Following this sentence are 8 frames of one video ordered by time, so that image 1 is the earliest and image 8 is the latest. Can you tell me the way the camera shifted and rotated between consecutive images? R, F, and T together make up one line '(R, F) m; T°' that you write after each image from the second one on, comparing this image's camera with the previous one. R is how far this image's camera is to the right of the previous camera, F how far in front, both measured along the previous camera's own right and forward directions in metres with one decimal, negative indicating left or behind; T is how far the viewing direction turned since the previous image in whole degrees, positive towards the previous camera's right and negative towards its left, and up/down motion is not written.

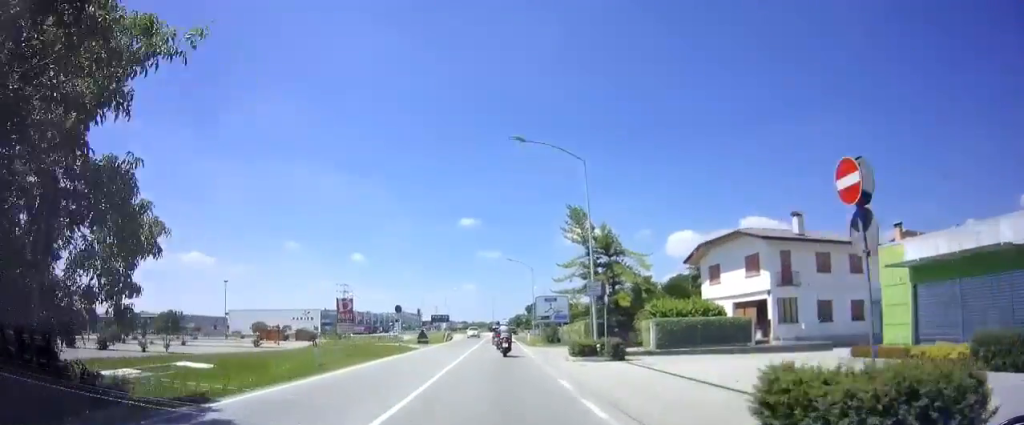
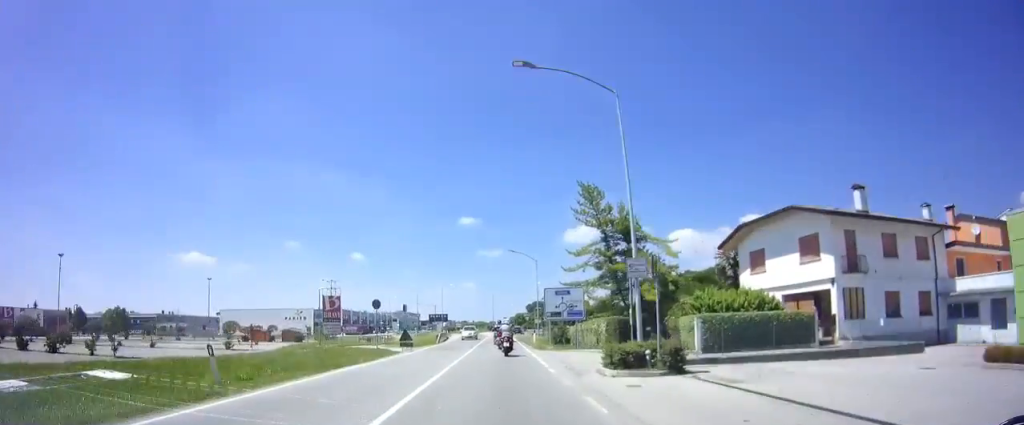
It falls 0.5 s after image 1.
(+0.1, +6.7) m; 0°
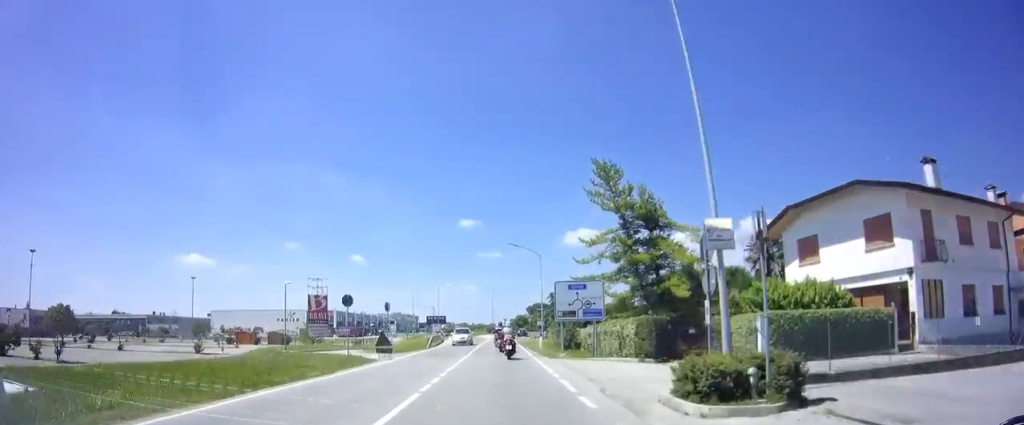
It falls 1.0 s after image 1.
(-0.1, +6.1) m; 0°
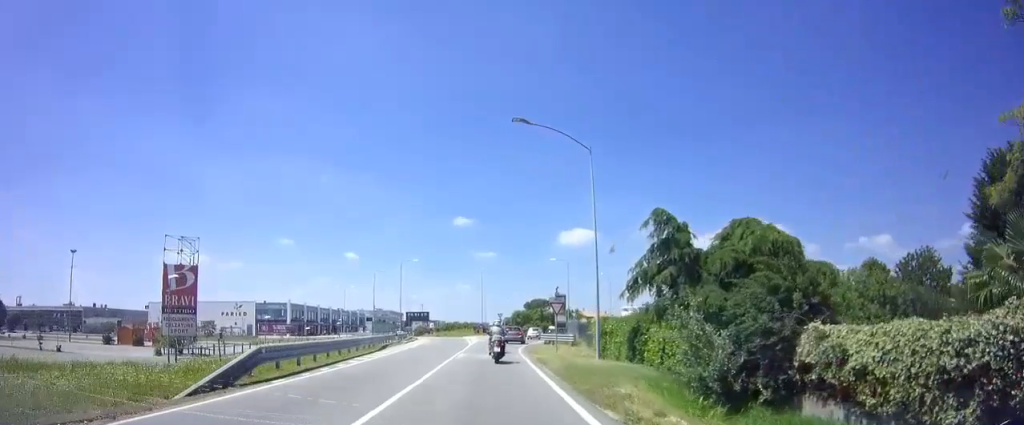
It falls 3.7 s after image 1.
(-0.3, +30.5) m; -1°
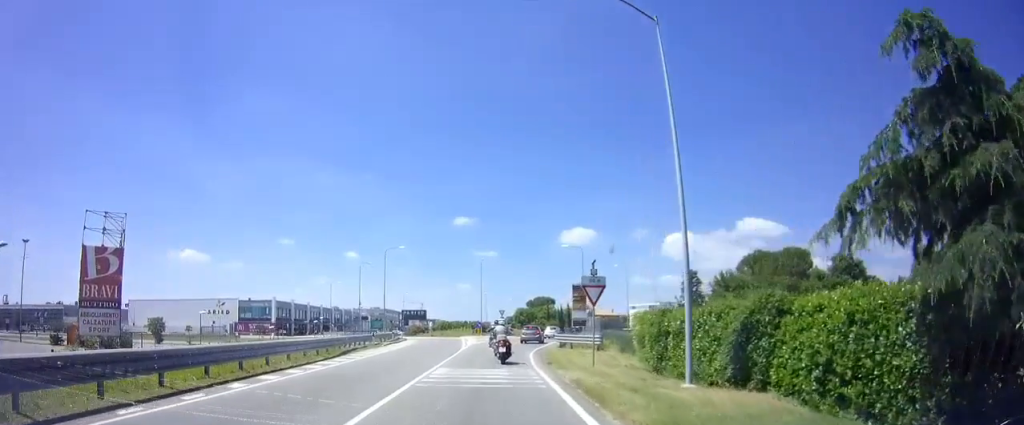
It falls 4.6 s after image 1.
(0.0, +9.3) m; +1°
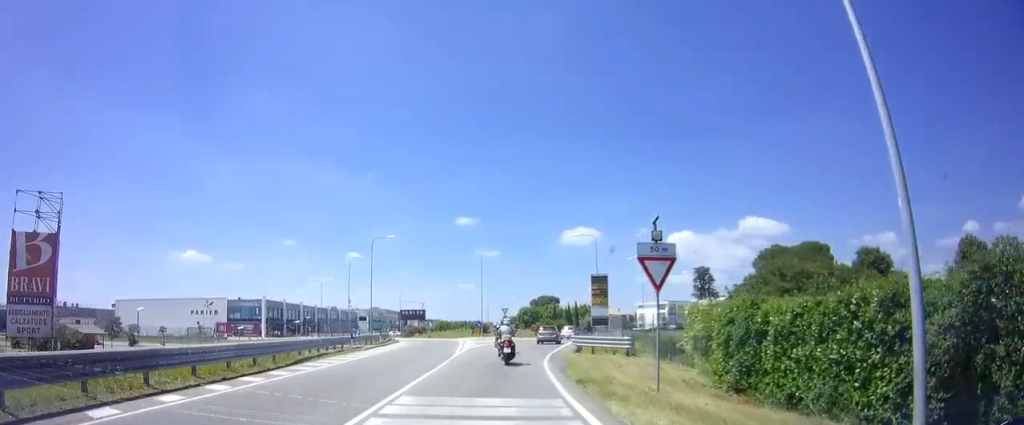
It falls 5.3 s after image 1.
(+0.2, +6.5) m; +2°
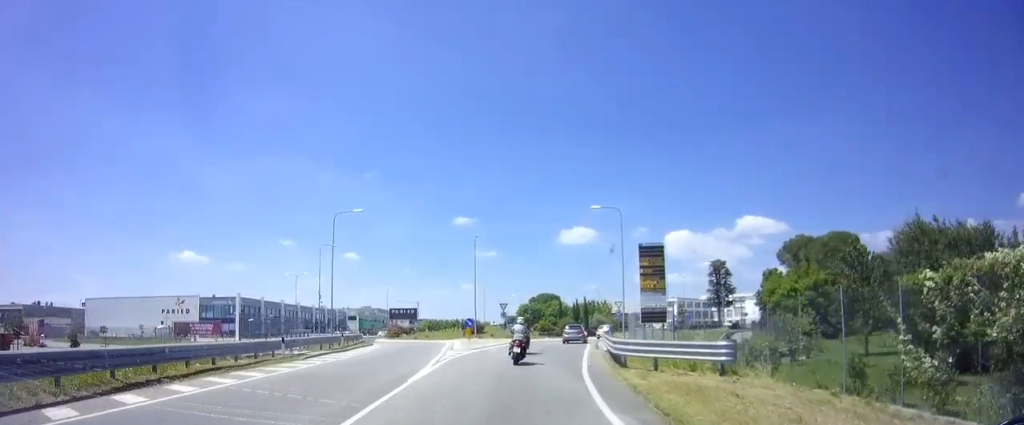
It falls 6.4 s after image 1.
(+0.3, +10.2) m; +3°
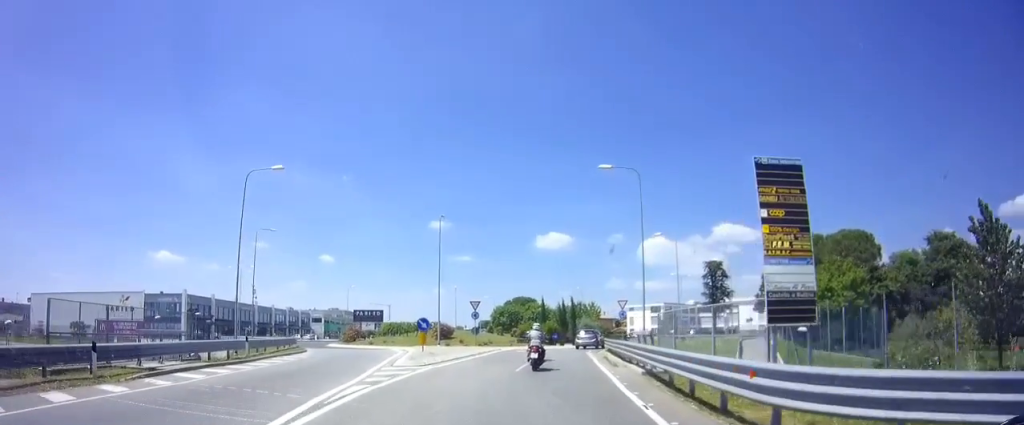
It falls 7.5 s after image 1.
(+0.1, +10.2) m; +1°
